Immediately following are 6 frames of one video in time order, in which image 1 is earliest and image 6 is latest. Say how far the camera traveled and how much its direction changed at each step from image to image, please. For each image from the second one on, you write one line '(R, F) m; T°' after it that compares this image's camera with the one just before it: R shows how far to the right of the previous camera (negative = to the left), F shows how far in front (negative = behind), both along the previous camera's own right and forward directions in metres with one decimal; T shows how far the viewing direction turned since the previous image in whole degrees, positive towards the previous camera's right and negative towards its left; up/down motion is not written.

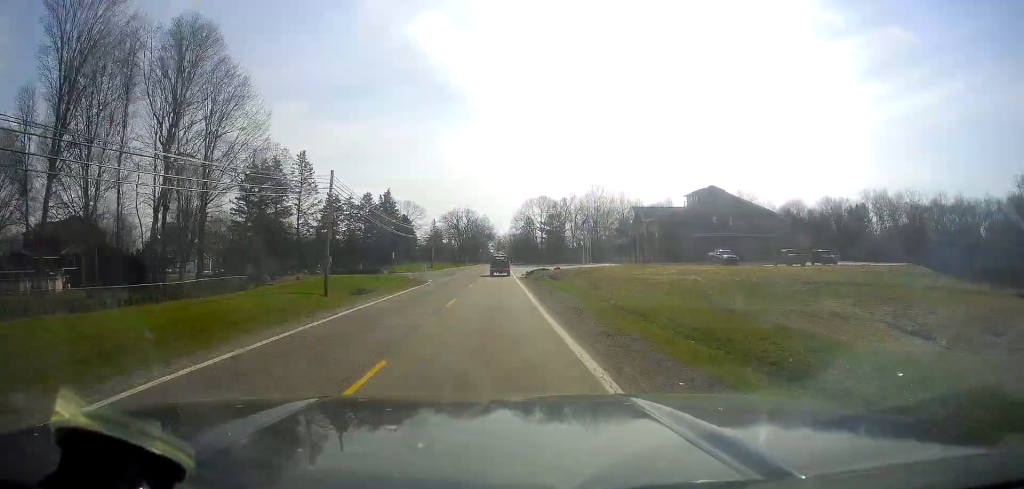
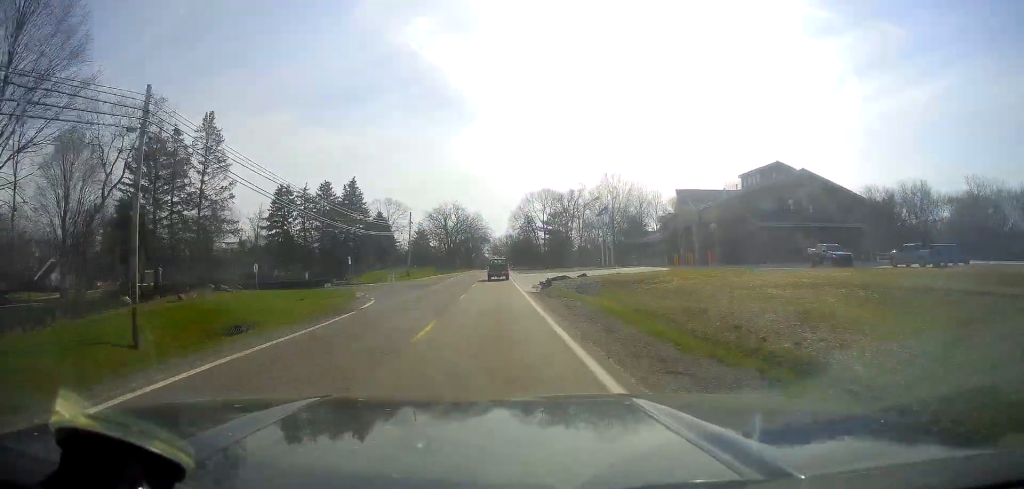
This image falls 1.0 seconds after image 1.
(0.0, +23.5) m; 0°
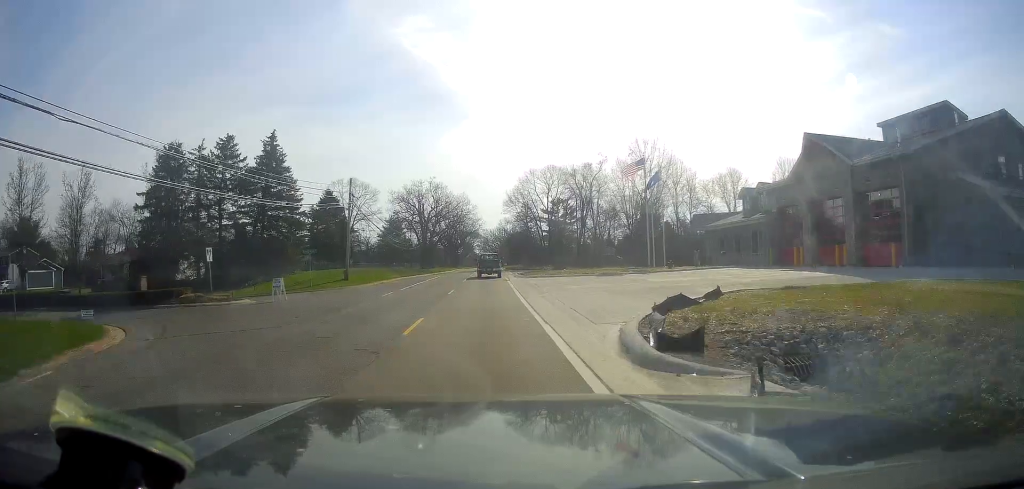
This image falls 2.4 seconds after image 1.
(0.0, +29.7) m; 0°
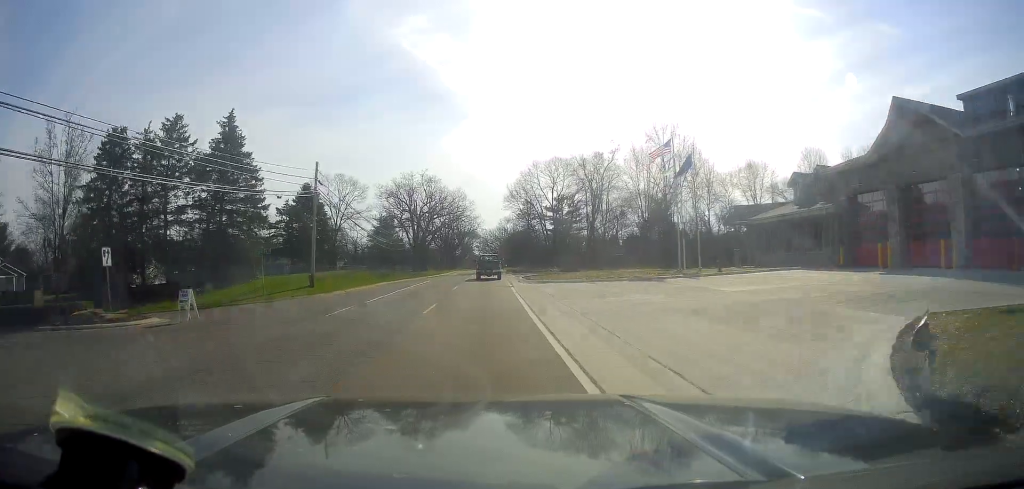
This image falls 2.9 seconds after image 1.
(0.0, +9.5) m; 0°
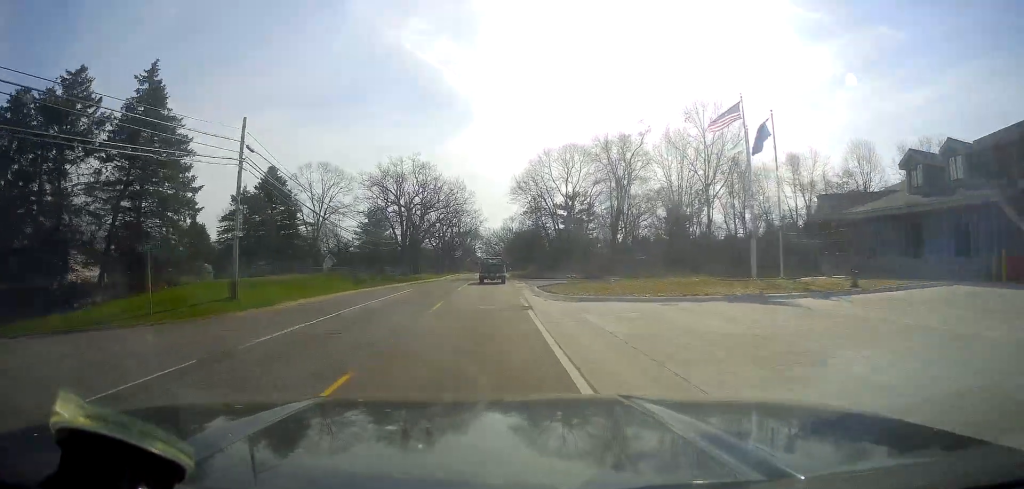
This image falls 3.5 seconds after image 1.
(0.0, +13.3) m; 0°
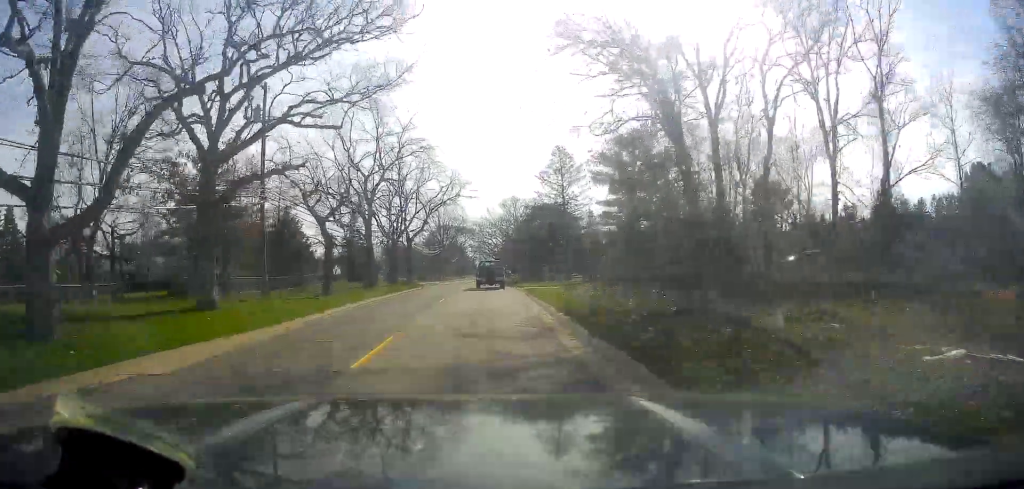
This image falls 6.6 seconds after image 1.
(+1.6, +55.3) m; +1°
